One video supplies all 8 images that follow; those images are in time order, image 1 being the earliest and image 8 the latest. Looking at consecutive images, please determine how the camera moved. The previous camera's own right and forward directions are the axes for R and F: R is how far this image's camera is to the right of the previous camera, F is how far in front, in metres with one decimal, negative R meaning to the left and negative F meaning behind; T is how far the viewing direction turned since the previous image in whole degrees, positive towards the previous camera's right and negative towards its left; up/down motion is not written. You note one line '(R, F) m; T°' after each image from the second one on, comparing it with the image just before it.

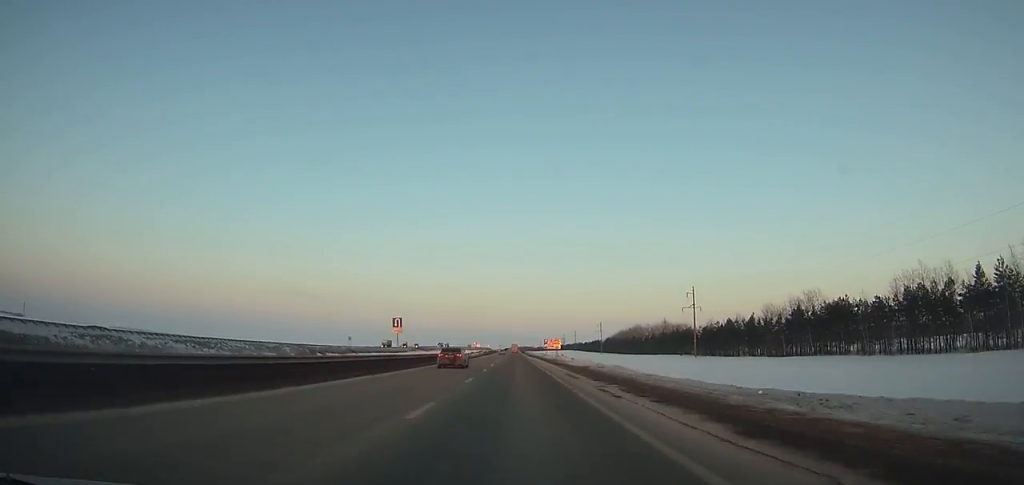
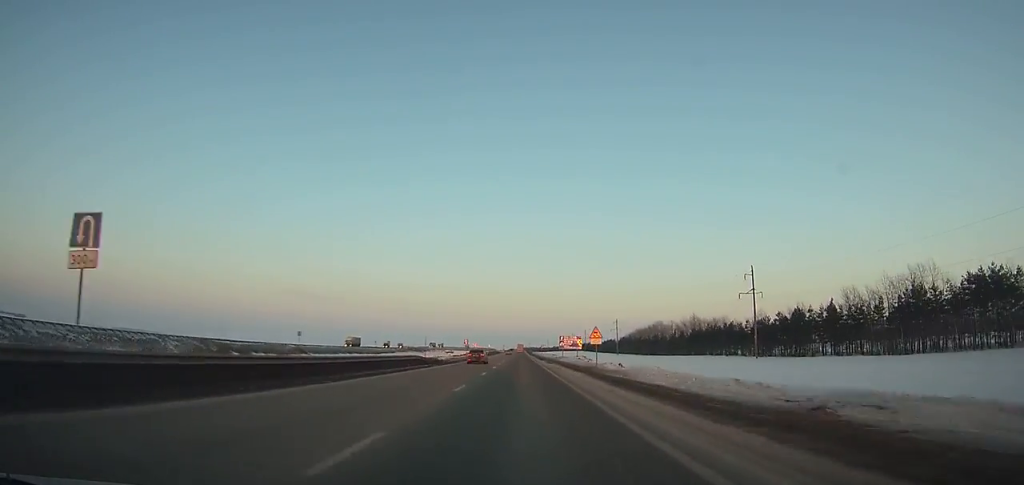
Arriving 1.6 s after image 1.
(0.0, +40.2) m; 0°
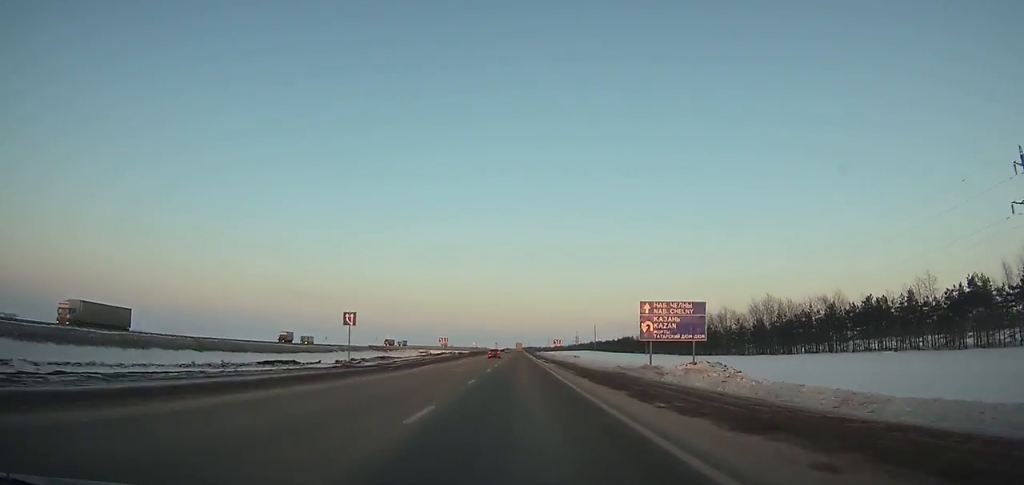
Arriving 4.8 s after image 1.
(0.0, +80.9) m; 0°
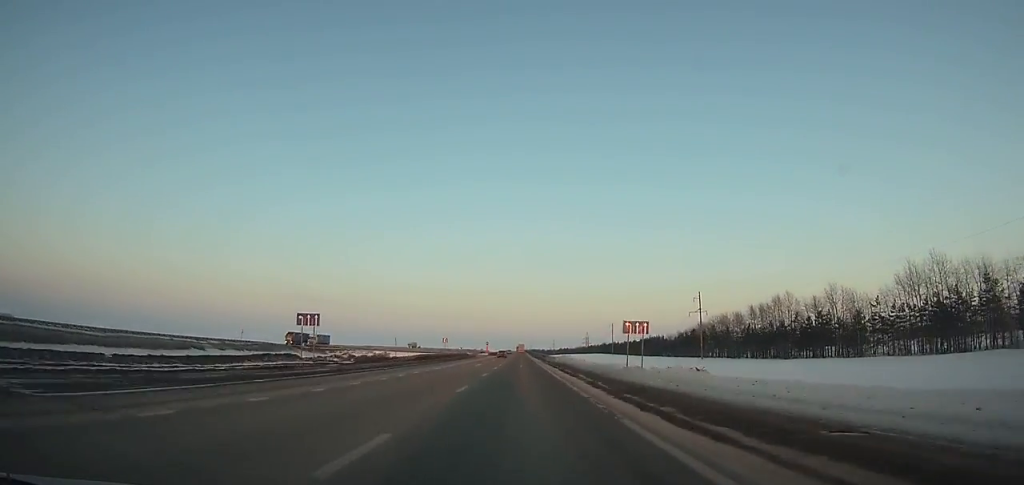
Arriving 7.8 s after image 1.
(0.0, +76.6) m; 0°
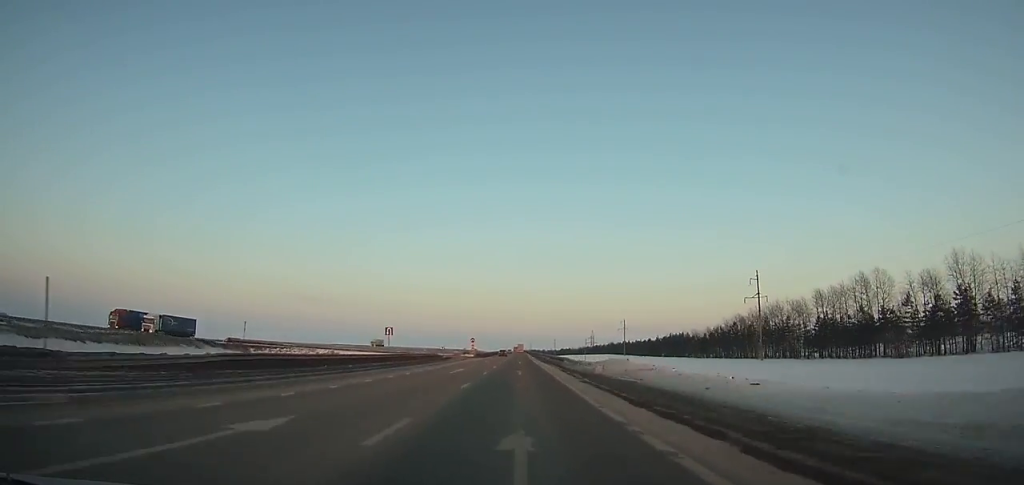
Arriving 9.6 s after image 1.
(+0.1, +46.3) m; 0°
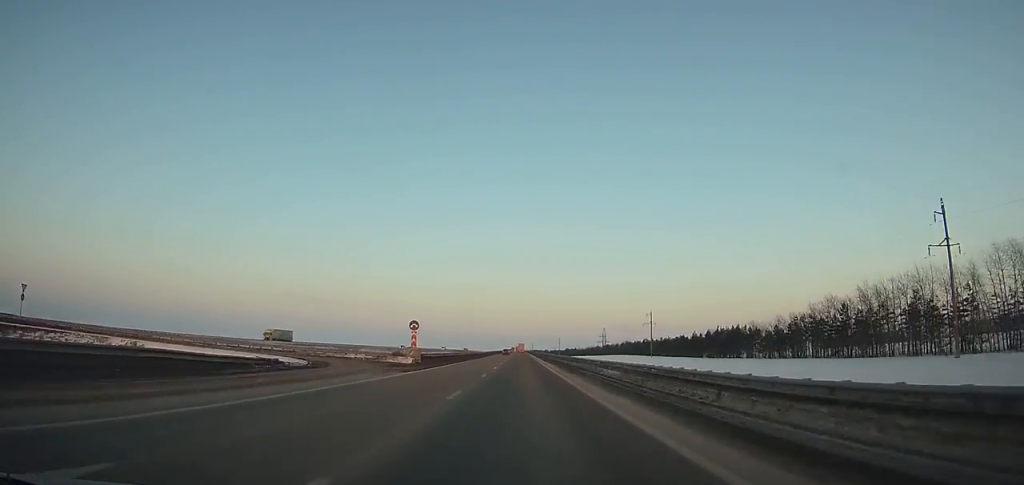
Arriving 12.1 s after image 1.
(+0.1, +64.7) m; 0°
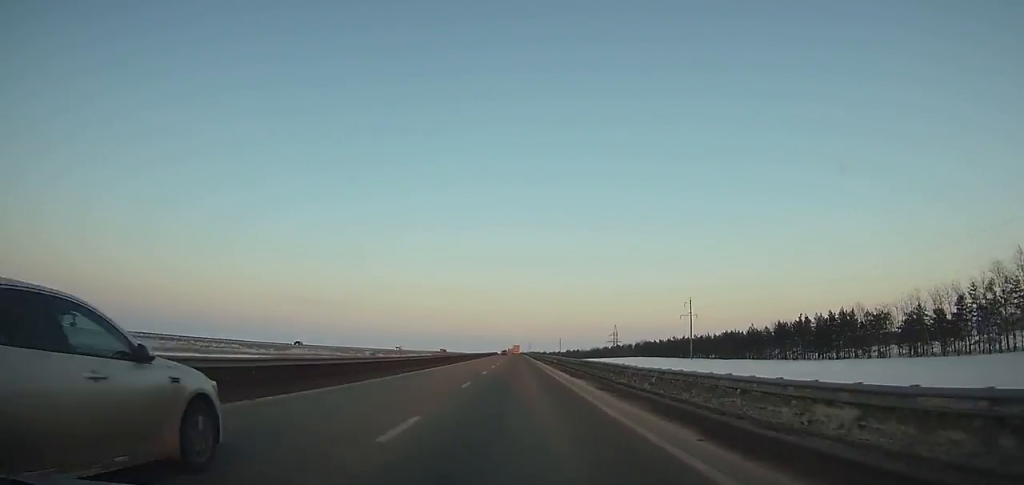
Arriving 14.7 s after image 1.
(+0.2, +67.9) m; 0°
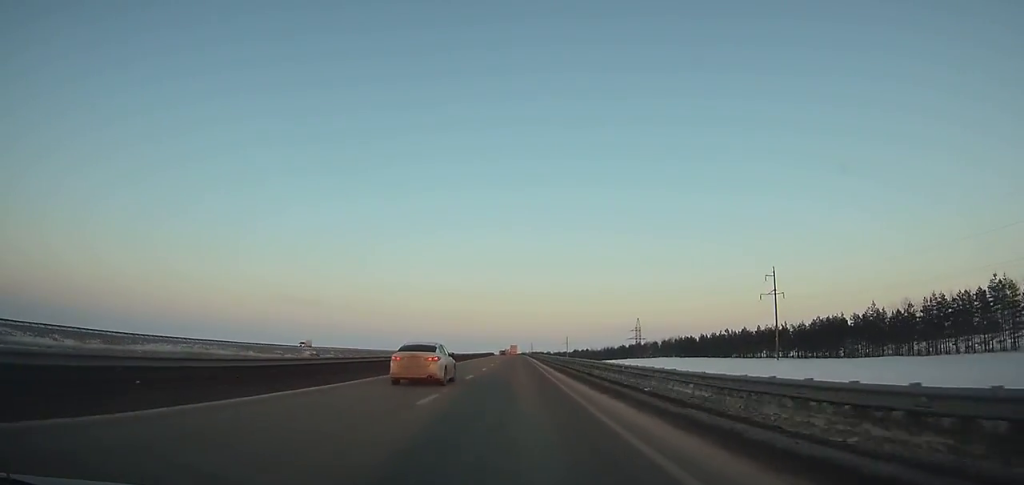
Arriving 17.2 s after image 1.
(0.0, +65.8) m; 0°
